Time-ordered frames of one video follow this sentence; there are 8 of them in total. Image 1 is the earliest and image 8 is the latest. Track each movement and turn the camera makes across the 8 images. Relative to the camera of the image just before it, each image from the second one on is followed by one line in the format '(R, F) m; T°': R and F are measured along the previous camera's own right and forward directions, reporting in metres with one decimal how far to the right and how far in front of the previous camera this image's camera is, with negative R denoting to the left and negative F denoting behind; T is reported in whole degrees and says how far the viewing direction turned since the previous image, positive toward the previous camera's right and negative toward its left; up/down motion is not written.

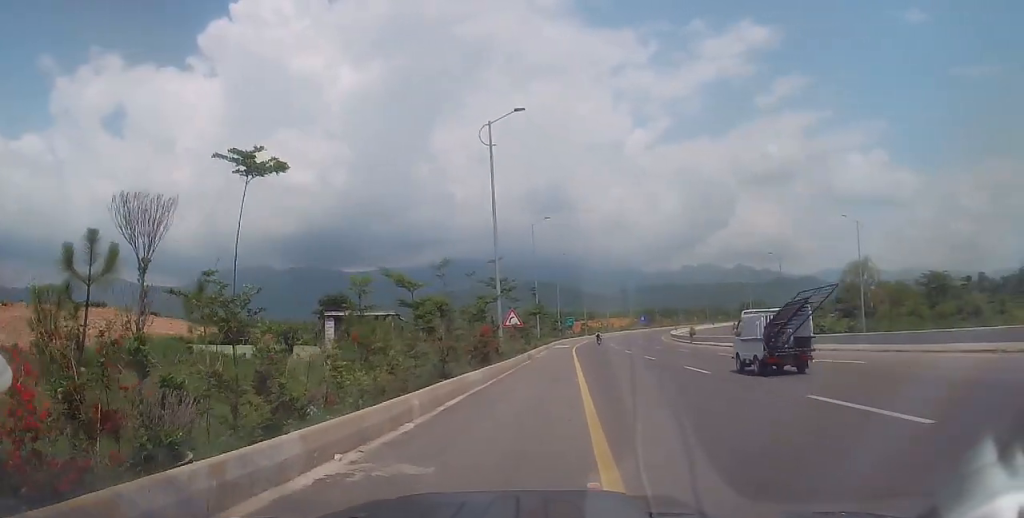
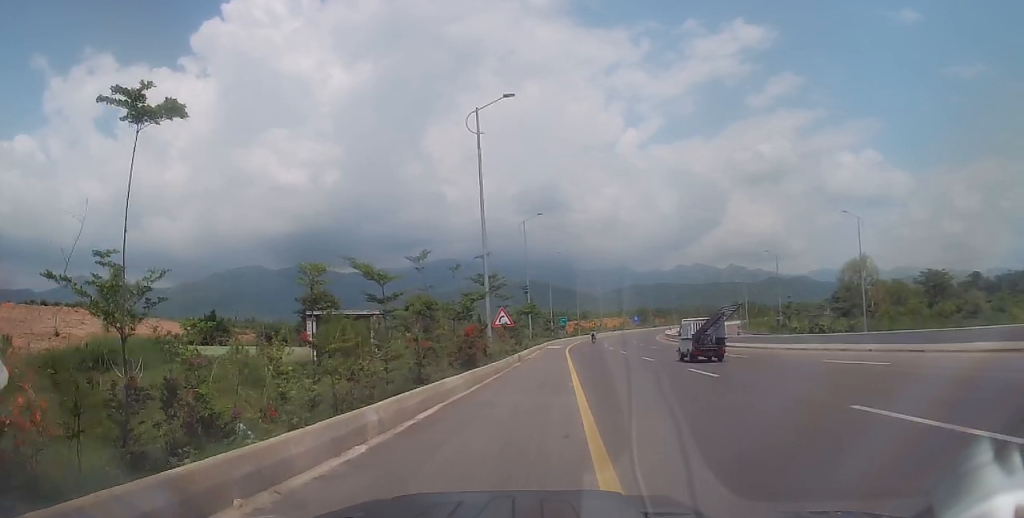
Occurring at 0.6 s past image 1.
(0.0, +2.1) m; 0°
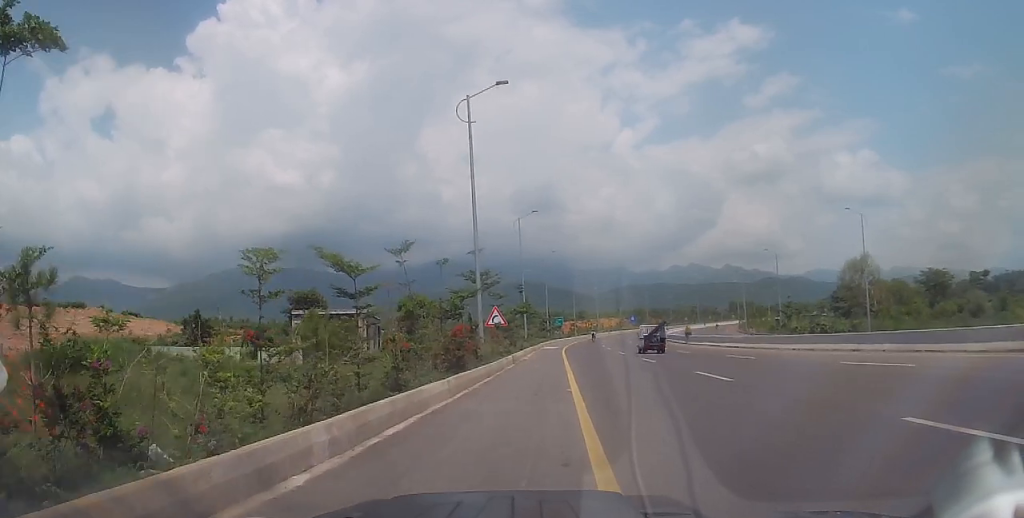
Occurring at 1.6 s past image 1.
(0.0, +1.9) m; 0°
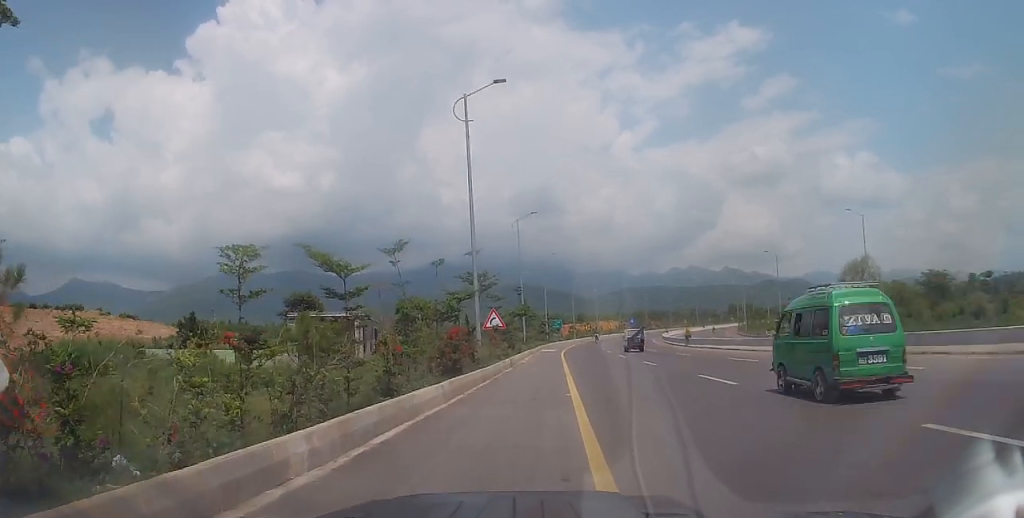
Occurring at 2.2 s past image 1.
(0.0, +0.6) m; 0°
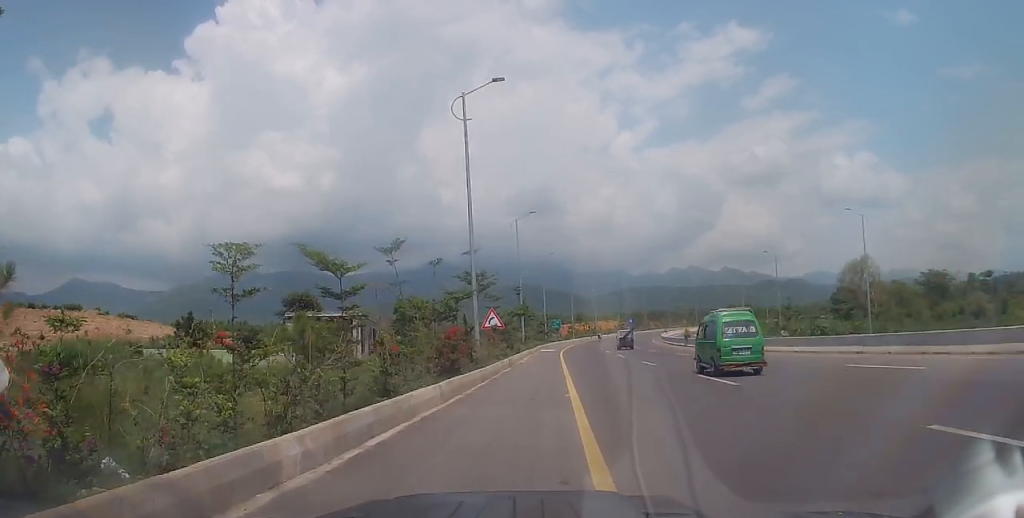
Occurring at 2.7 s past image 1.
(-0.1, +0.3) m; 0°
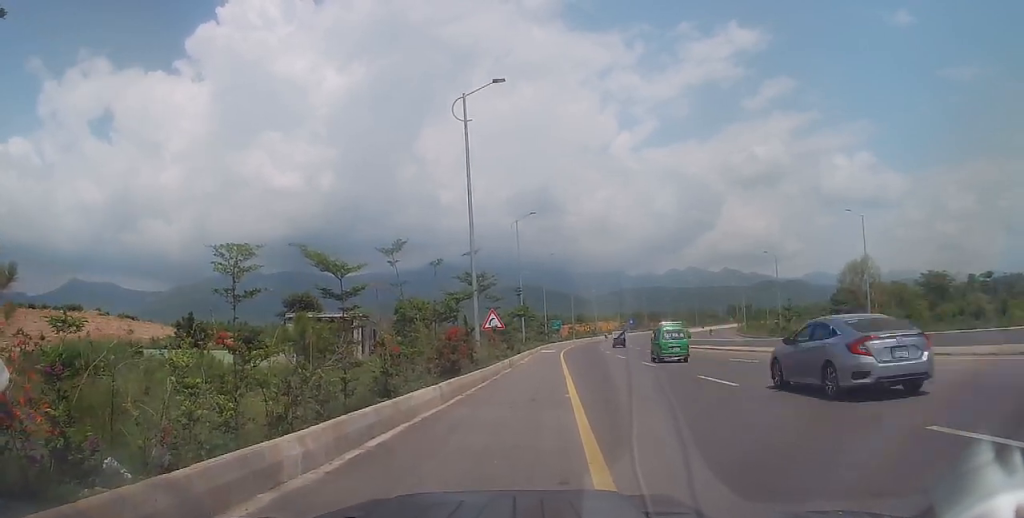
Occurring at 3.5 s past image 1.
(-0.1, +0.1) m; 0°
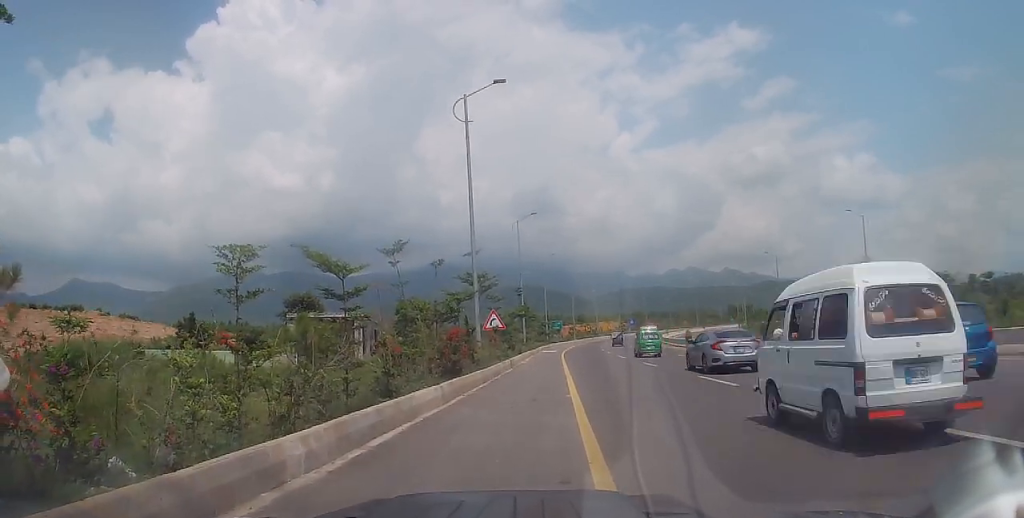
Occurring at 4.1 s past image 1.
(0.0, 0.0) m; 0°
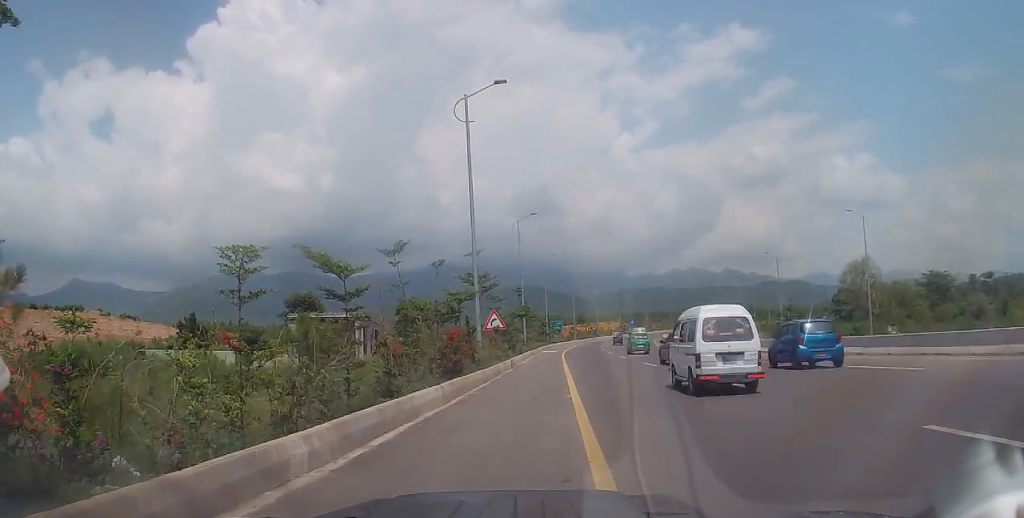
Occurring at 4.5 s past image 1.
(0.0, 0.0) m; 0°
